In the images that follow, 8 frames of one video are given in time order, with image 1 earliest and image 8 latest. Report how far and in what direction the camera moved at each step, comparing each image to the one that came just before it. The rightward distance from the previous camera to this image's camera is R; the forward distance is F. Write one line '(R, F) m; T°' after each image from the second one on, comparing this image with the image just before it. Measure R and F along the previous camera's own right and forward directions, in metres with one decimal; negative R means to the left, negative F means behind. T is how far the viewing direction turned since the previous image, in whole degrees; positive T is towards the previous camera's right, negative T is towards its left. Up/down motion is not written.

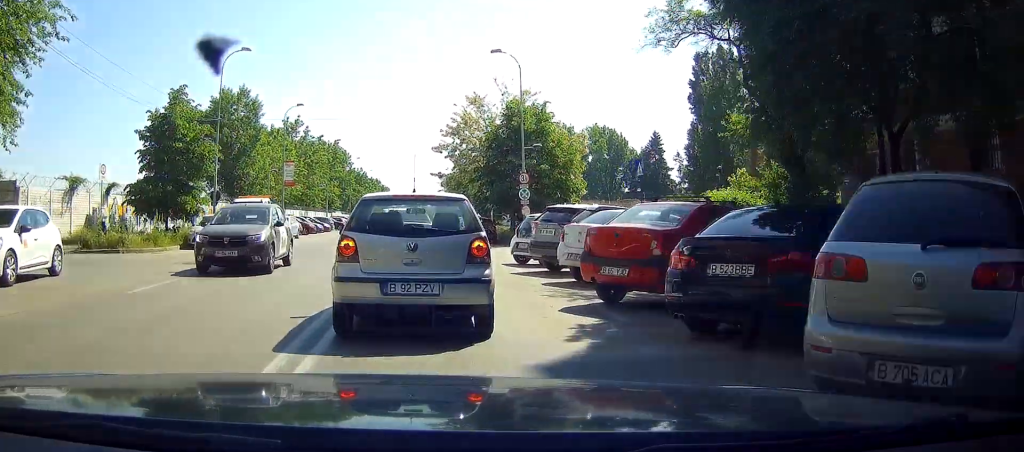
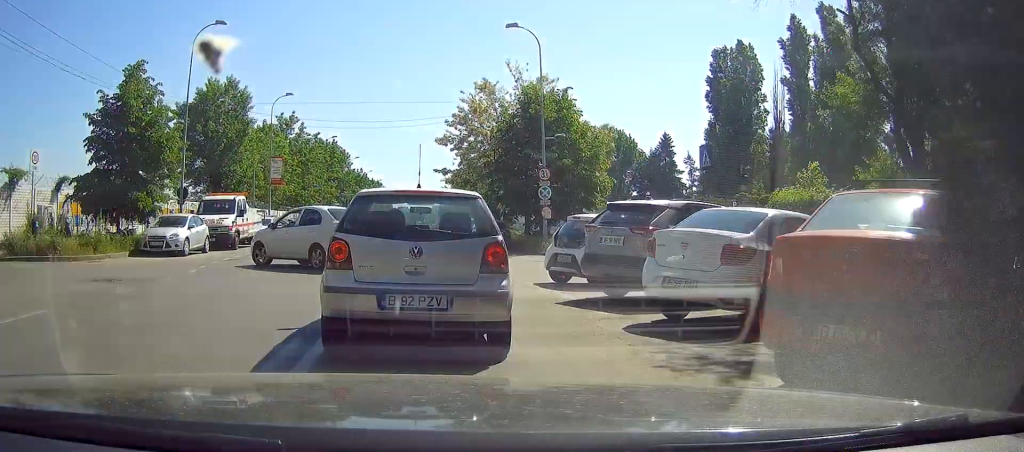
(+0.2, +5.6) m; +2°
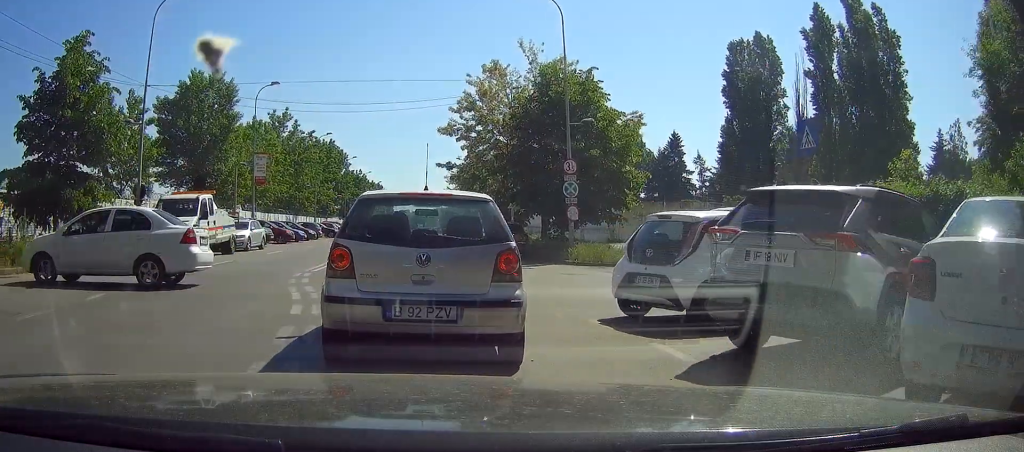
(0.0, +5.2) m; 0°
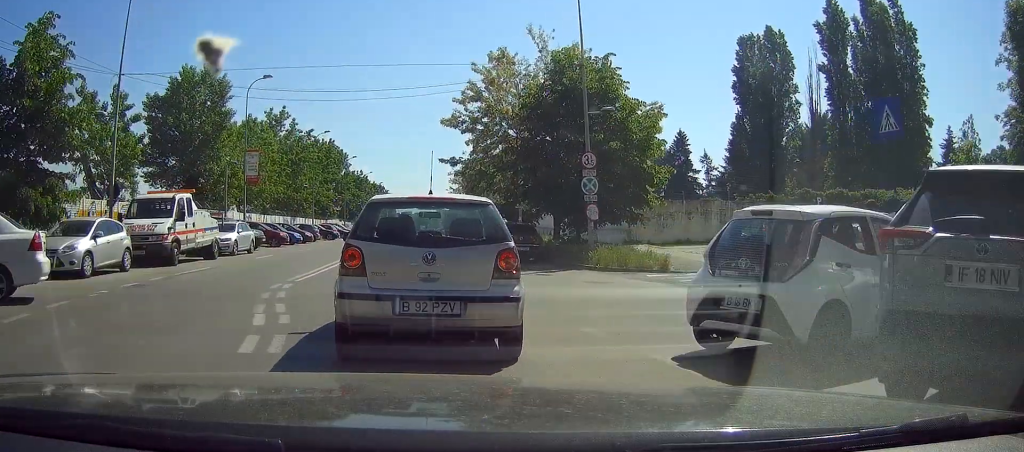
(0.0, +3.1) m; 0°
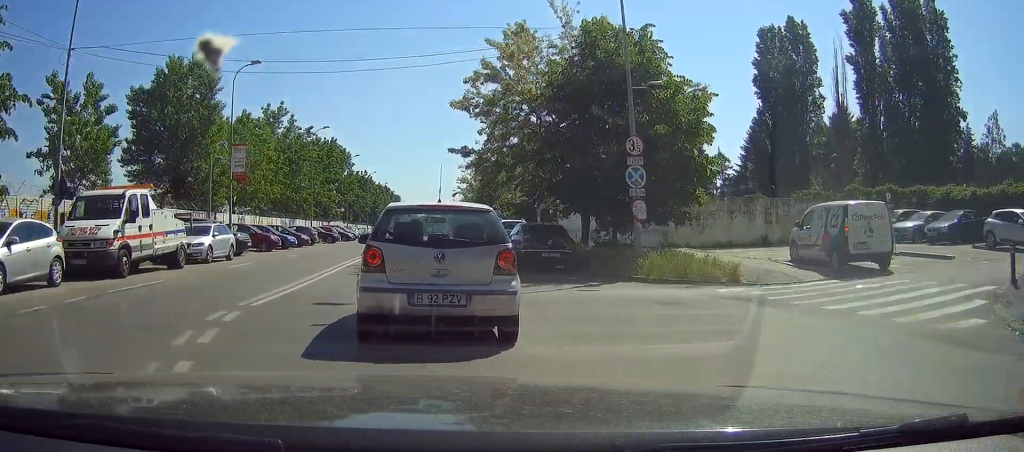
(0.0, +5.0) m; 0°
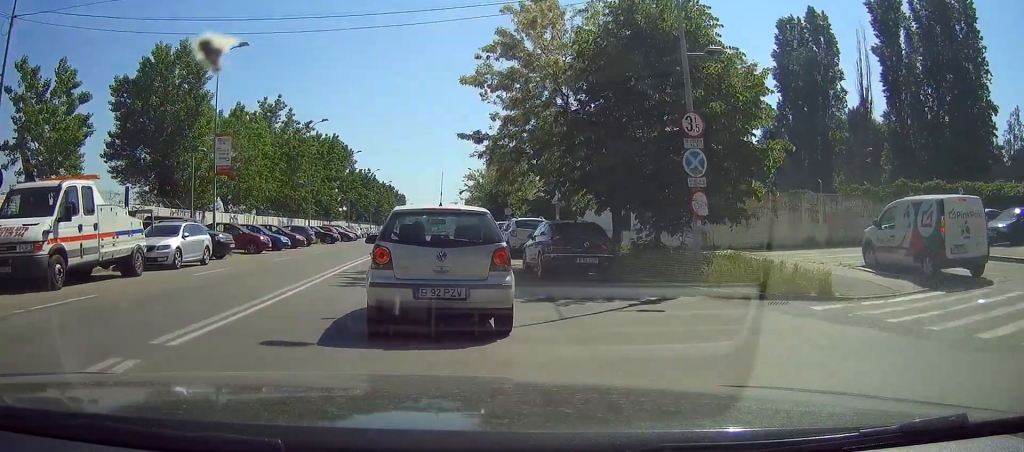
(0.0, +4.7) m; 0°
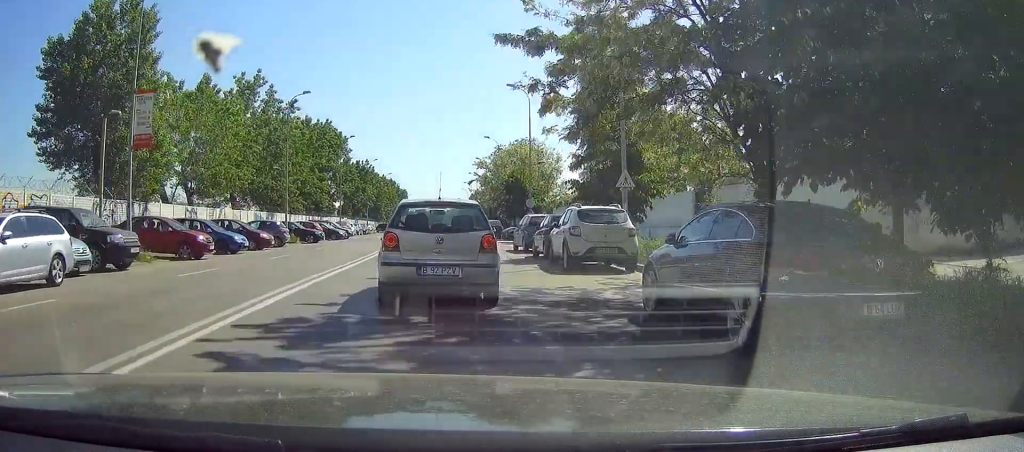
(-0.4, +12.1) m; -14°
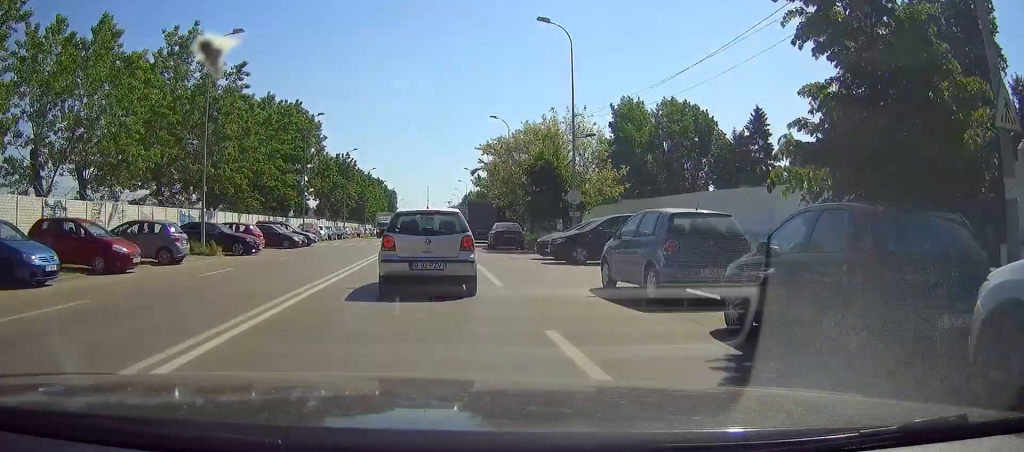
(-3.8, +17.1) m; -14°
